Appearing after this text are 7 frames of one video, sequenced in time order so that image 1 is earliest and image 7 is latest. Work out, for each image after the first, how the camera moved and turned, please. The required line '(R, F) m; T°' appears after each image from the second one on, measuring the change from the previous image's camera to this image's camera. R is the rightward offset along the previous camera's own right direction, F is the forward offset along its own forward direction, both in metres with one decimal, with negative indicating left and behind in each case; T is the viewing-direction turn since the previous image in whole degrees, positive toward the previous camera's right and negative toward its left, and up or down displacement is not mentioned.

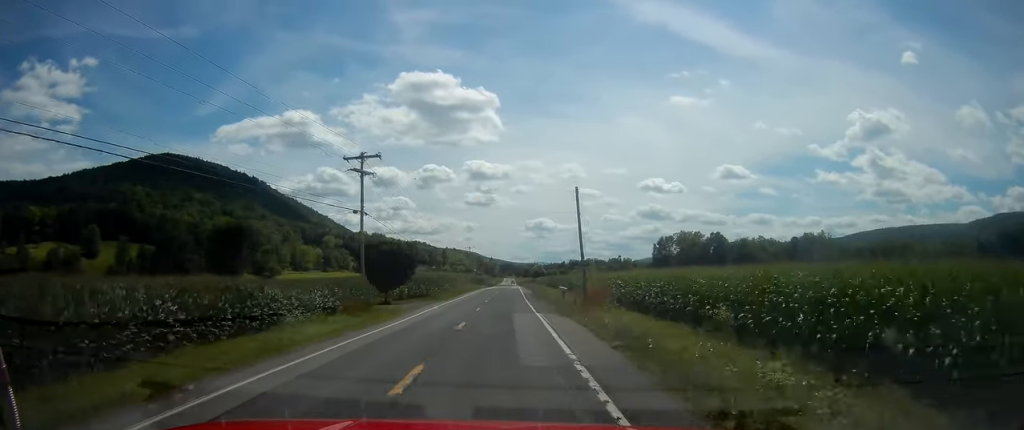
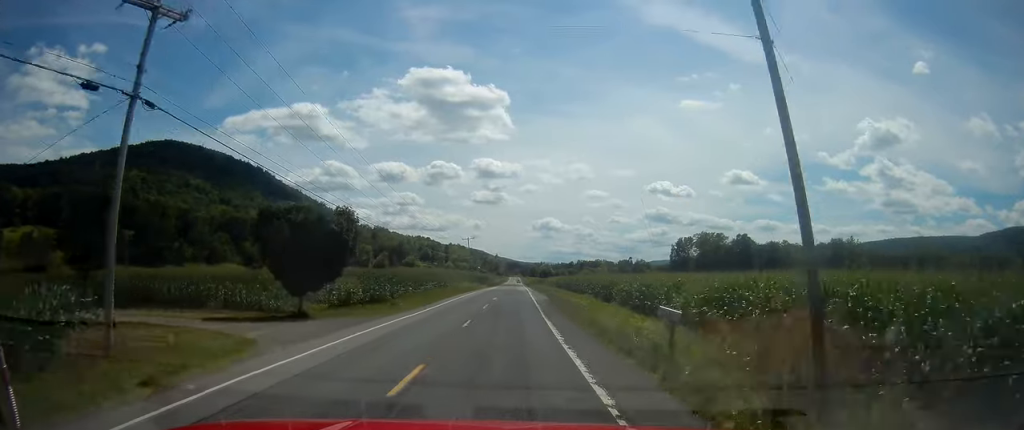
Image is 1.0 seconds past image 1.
(0.0, +24.5) m; 0°
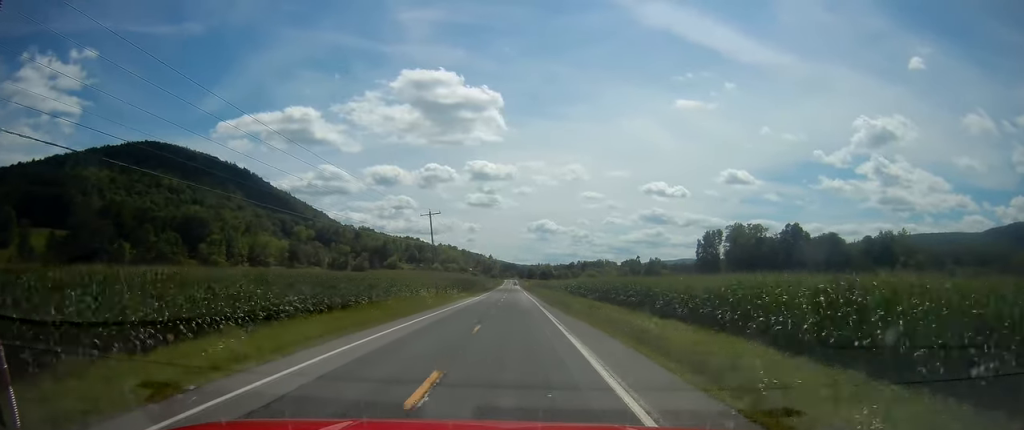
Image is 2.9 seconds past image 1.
(+0.2, +49.9) m; +1°
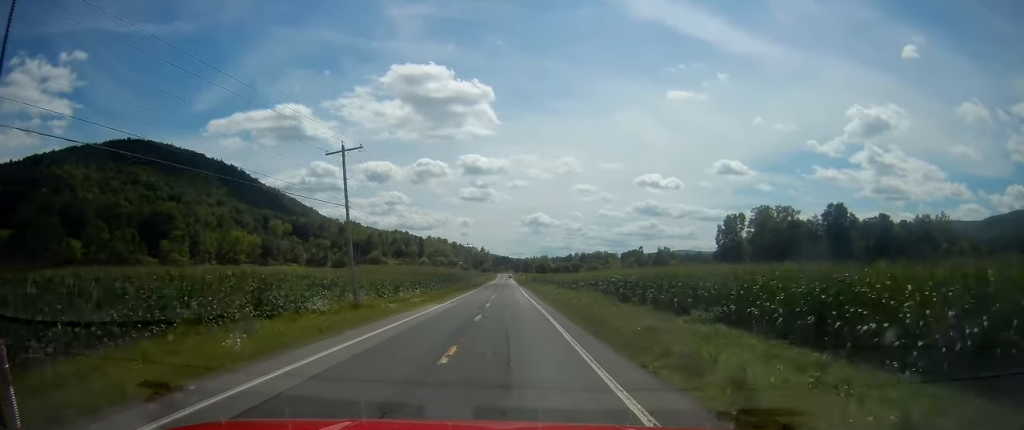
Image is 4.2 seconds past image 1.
(-0.1, +32.9) m; 0°
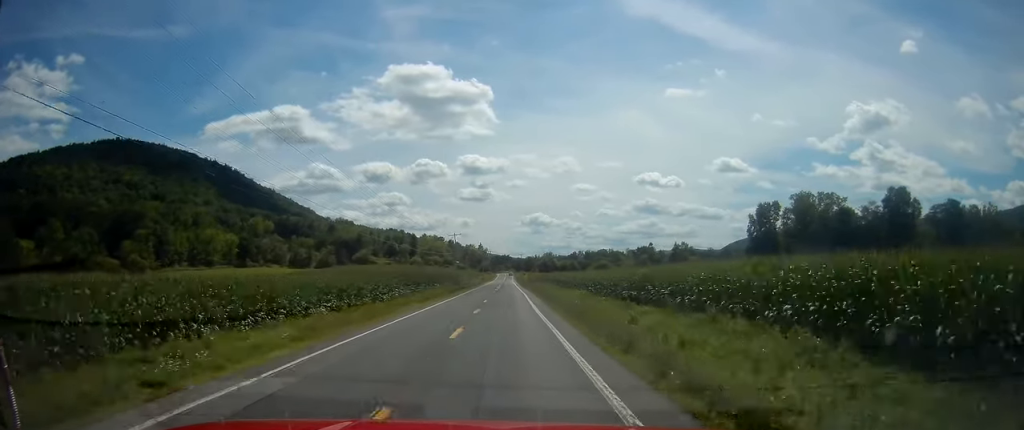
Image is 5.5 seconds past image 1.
(+0.2, +31.4) m; 0°
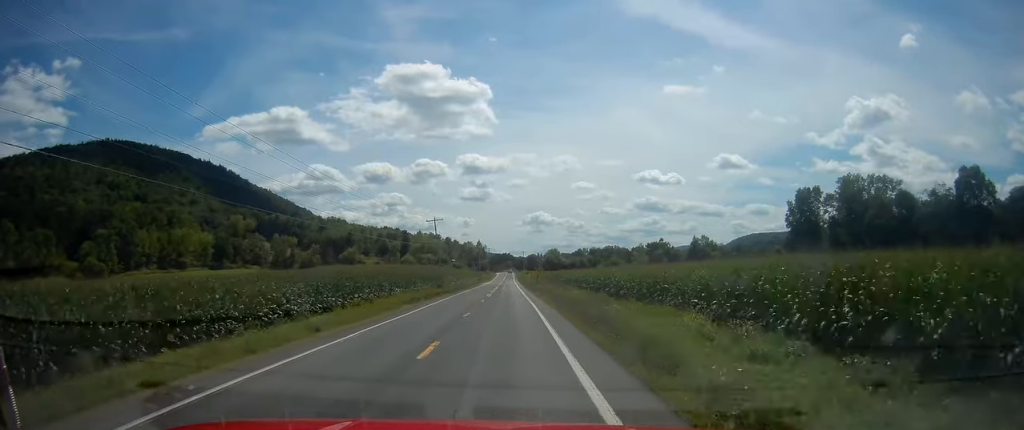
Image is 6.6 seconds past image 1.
(-0.3, +29.0) m; -1°
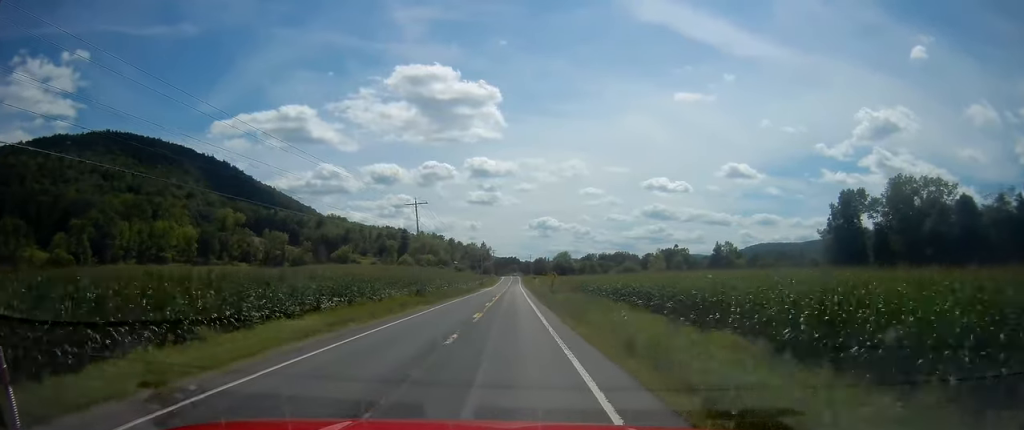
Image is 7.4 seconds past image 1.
(0.0, +21.2) m; 0°
